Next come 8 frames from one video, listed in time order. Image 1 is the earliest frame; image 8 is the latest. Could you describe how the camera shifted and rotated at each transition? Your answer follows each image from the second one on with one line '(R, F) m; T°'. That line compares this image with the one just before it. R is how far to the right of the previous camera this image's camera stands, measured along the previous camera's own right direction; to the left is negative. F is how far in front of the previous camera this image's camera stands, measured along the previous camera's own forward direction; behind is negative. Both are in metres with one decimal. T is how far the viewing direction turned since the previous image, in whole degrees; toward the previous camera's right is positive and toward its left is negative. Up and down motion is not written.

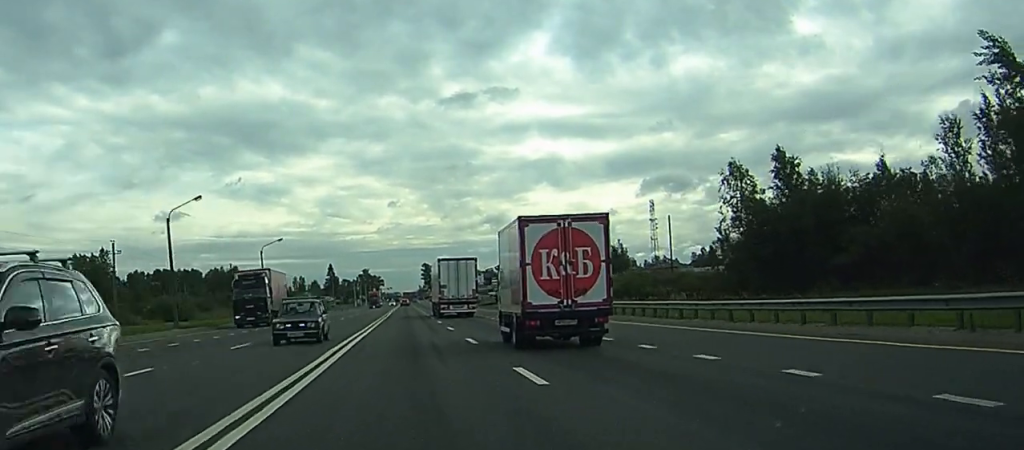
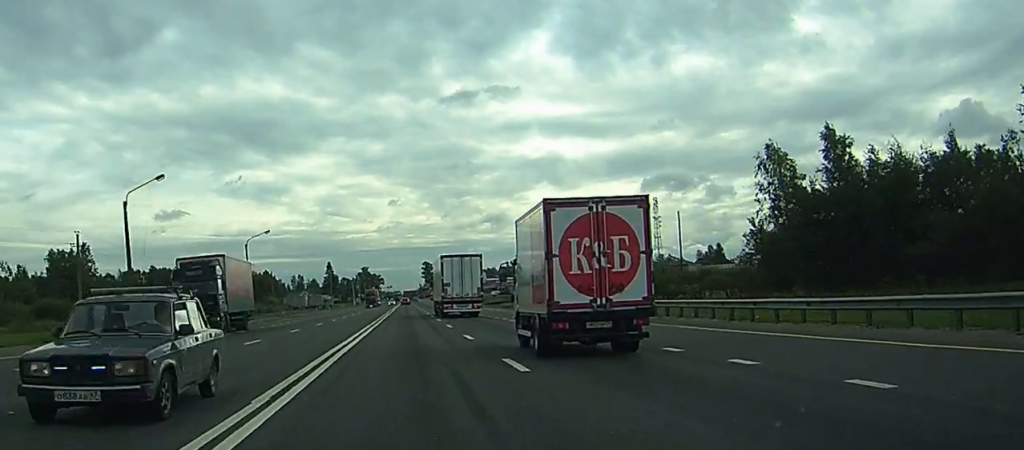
(0.0, +10.2) m; 0°
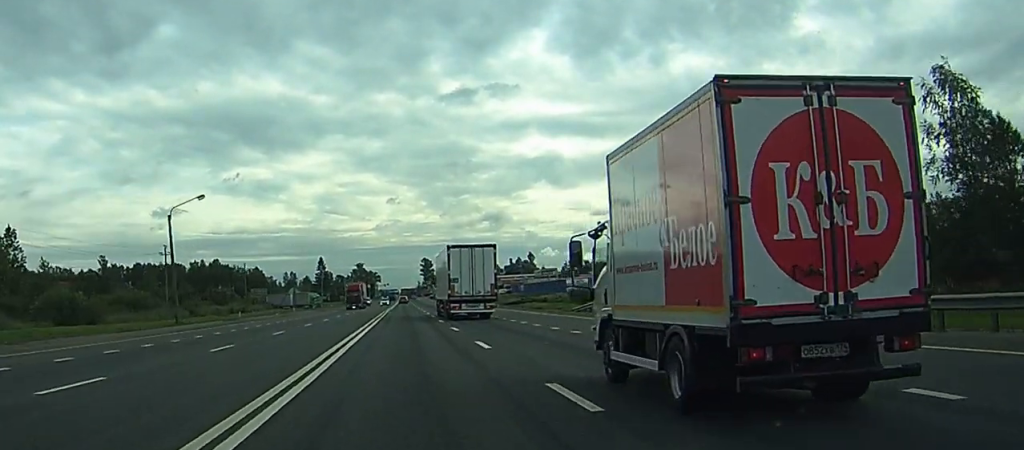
(+0.1, +30.6) m; +1°
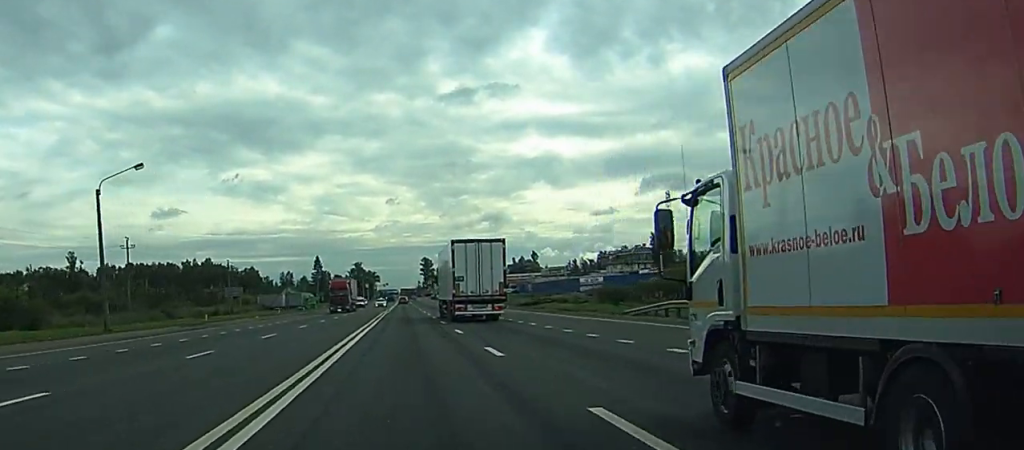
(+0.1, +15.5) m; 0°
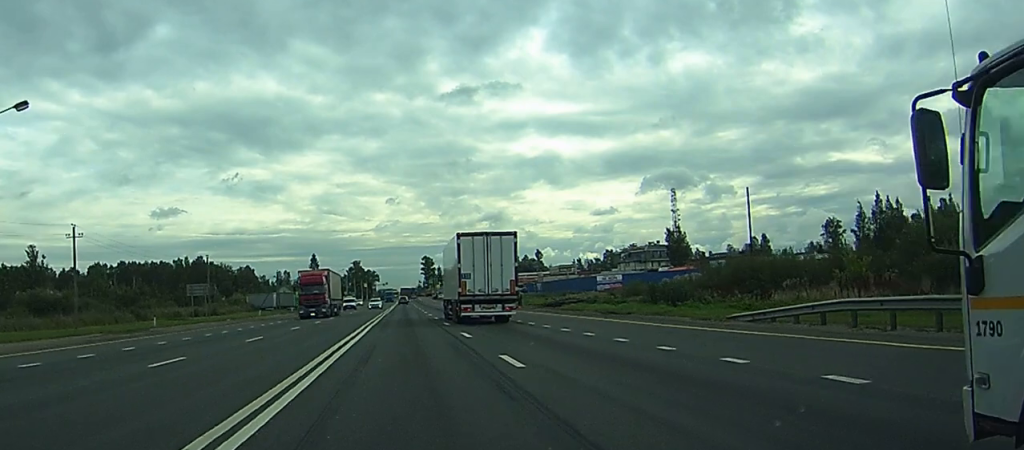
(0.0, +16.1) m; 0°
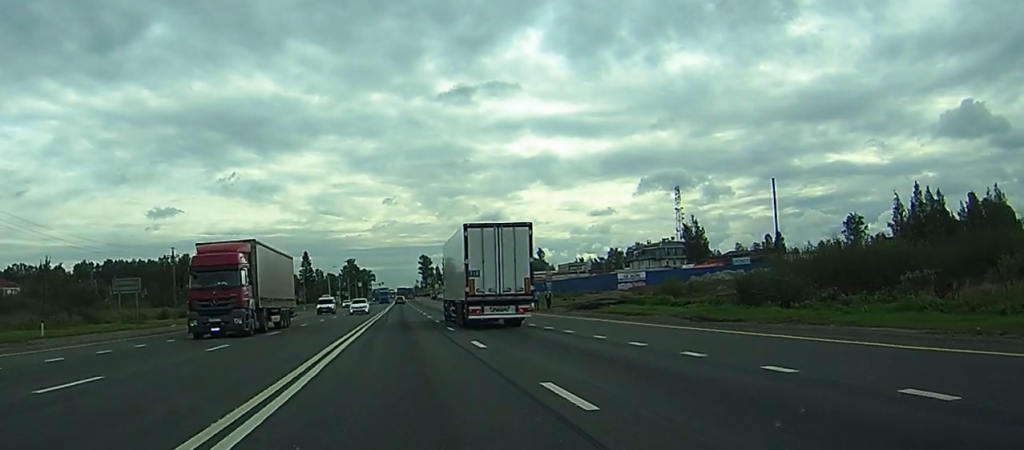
(-0.1, +18.9) m; 0°
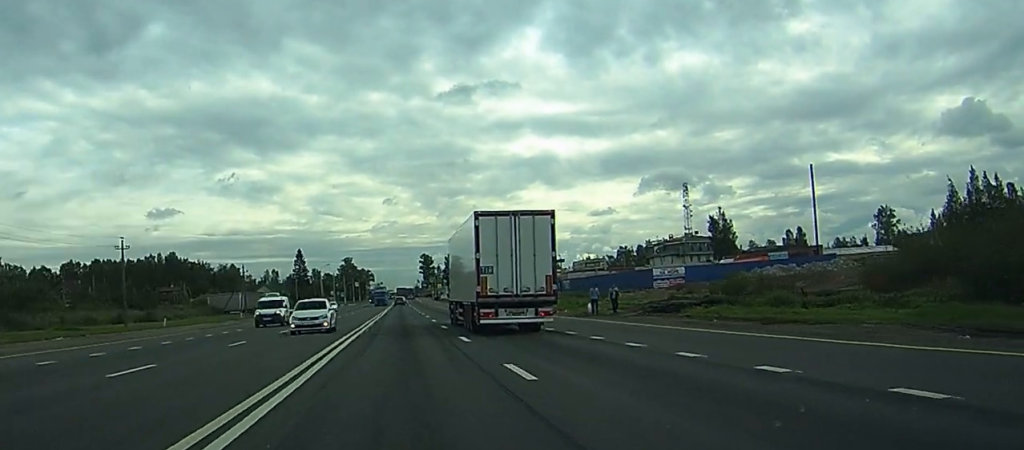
(+0.2, +21.4) m; 0°
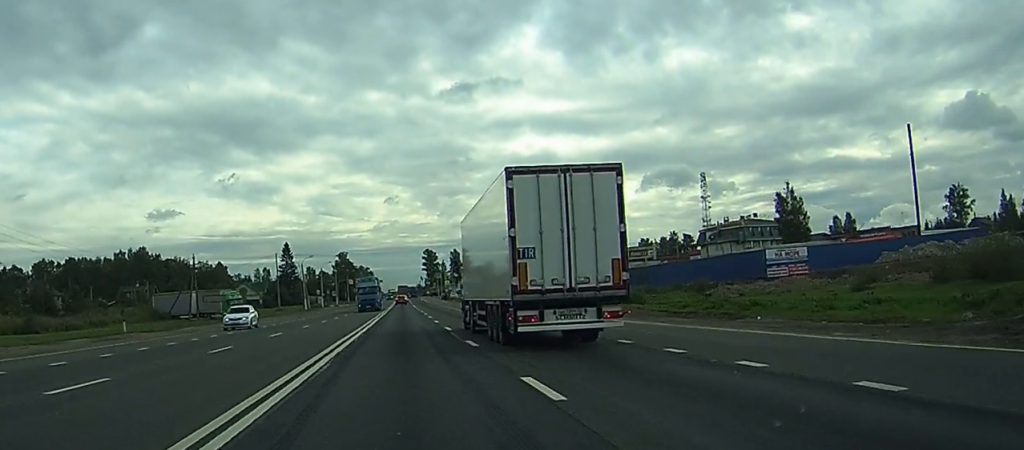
(-0.7, +41.2) m; -1°
